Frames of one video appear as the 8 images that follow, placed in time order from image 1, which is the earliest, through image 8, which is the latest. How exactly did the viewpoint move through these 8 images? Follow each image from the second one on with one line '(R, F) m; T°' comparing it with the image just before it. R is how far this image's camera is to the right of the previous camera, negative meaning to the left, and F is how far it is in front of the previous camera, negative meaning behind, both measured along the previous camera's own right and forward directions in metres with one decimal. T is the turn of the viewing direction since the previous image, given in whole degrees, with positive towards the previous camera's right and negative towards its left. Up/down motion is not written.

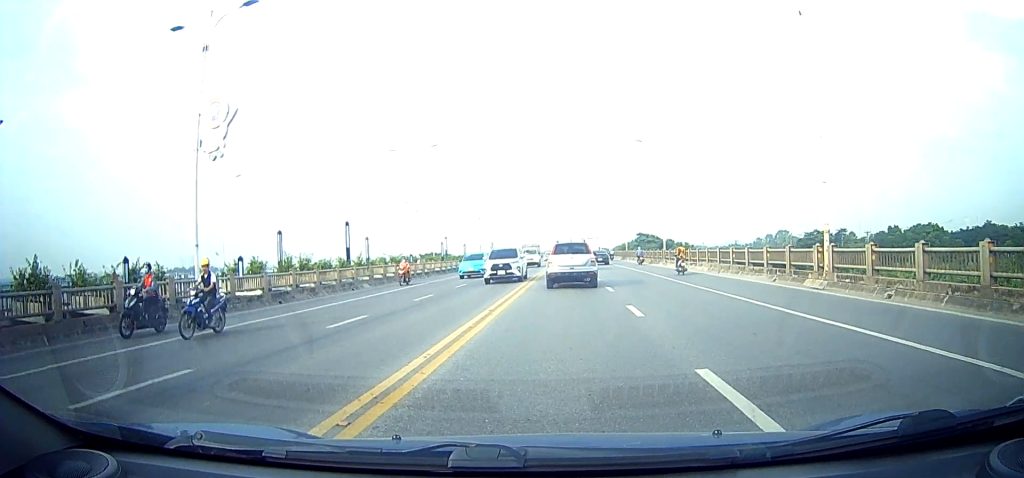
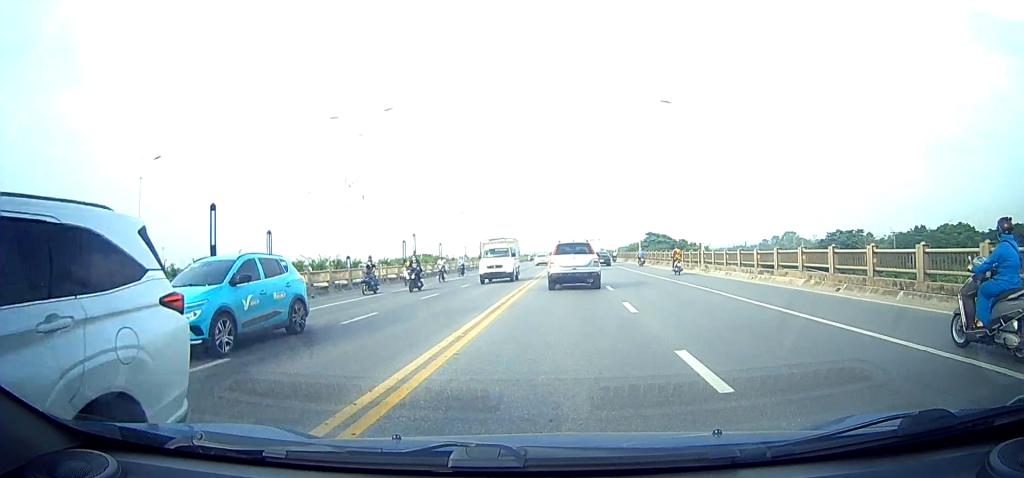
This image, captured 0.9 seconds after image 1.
(0.0, +12.1) m; 0°
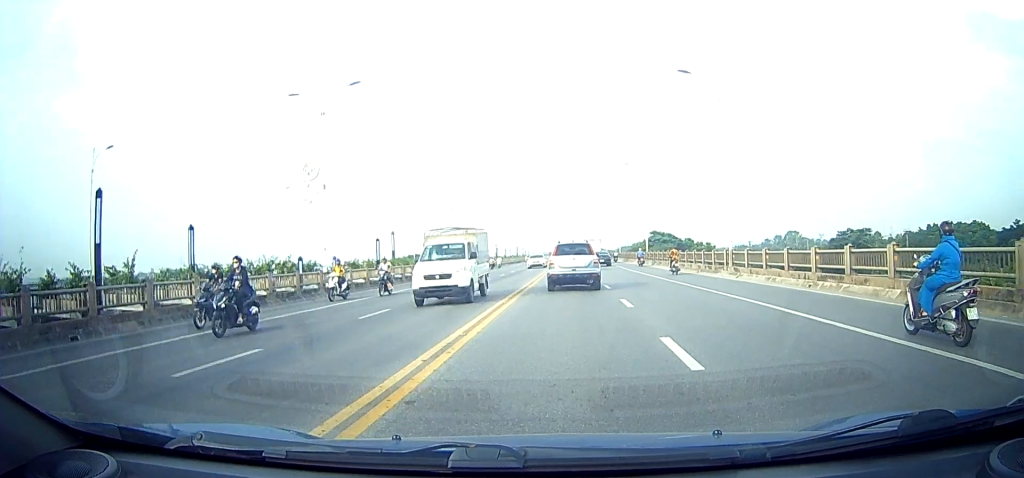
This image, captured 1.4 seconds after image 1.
(0.0, +5.7) m; 0°
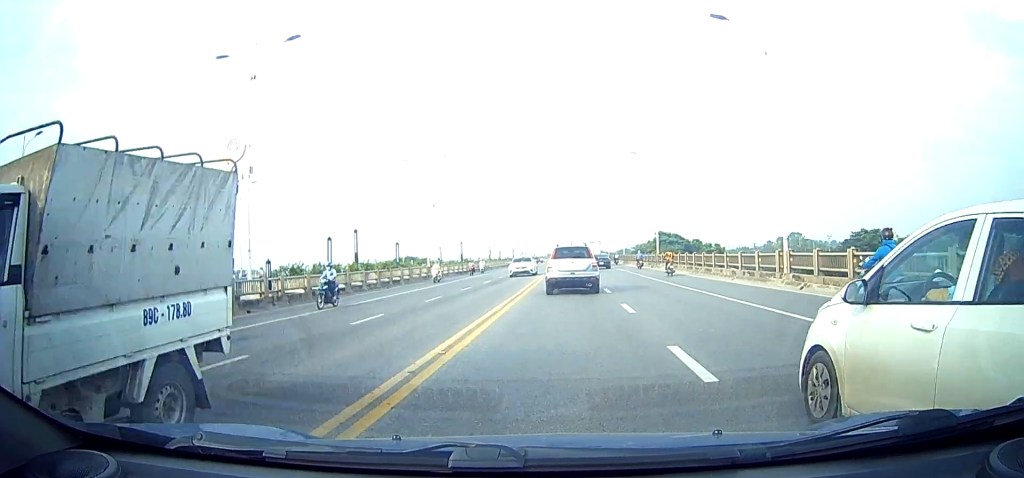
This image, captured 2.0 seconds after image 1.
(-0.1, +7.9) m; -1°
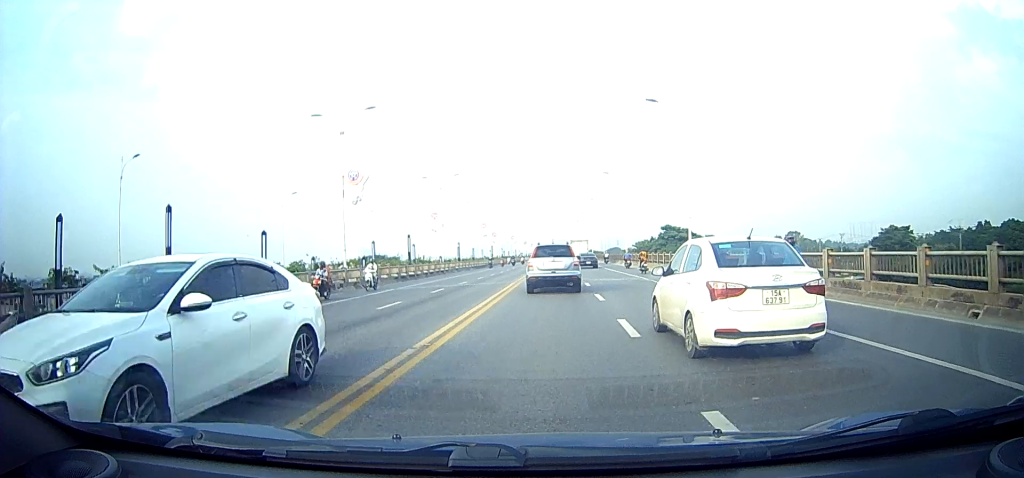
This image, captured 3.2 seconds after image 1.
(-0.2, +17.1) m; -1°
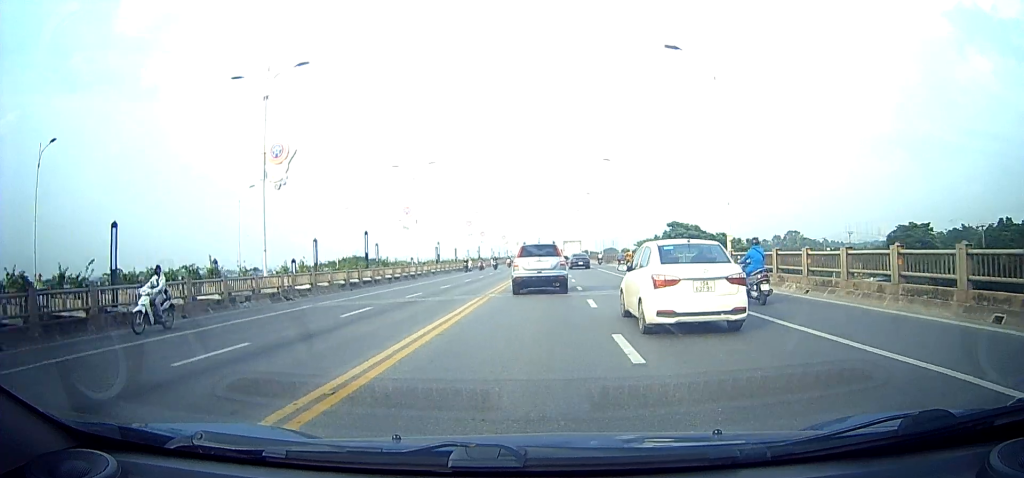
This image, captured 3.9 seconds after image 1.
(0.0, +9.2) m; 0°
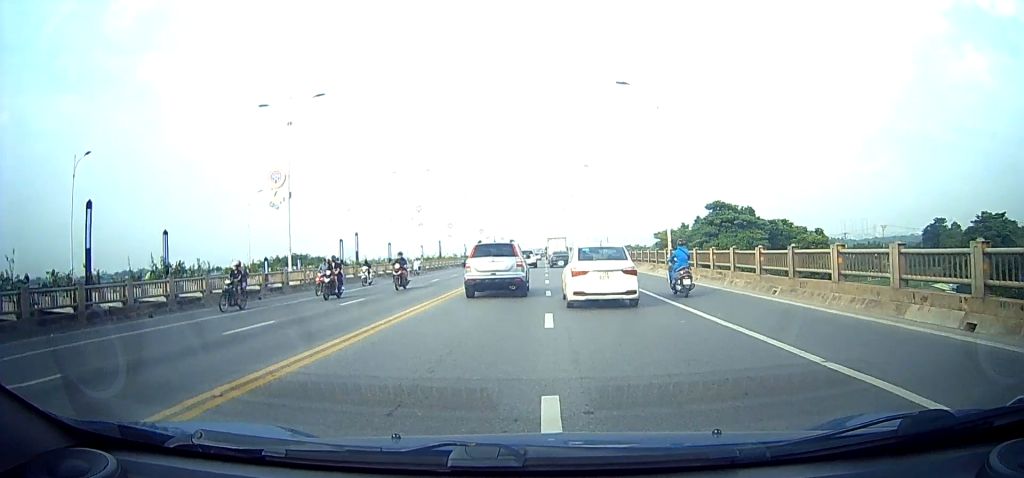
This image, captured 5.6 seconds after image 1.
(0.0, +23.3) m; 0°
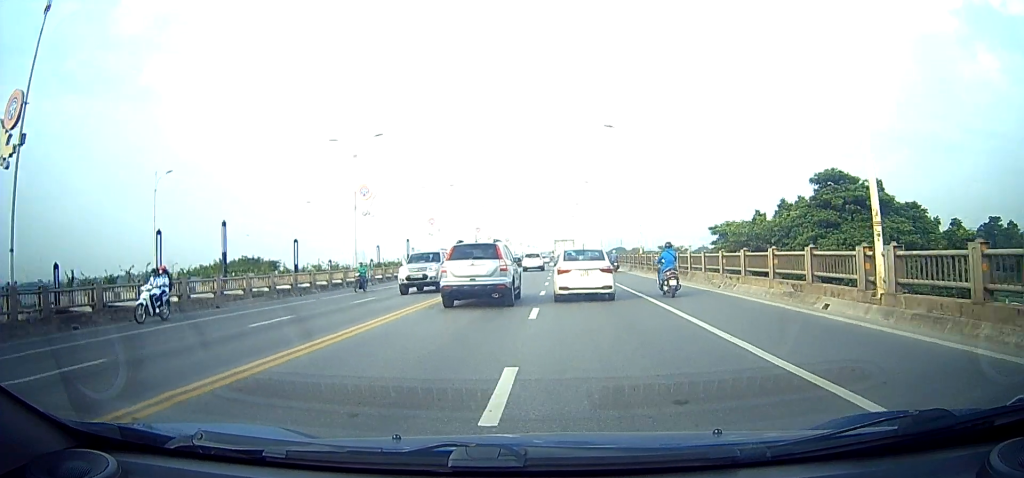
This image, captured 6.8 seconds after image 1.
(0.0, +17.1) m; +1°
